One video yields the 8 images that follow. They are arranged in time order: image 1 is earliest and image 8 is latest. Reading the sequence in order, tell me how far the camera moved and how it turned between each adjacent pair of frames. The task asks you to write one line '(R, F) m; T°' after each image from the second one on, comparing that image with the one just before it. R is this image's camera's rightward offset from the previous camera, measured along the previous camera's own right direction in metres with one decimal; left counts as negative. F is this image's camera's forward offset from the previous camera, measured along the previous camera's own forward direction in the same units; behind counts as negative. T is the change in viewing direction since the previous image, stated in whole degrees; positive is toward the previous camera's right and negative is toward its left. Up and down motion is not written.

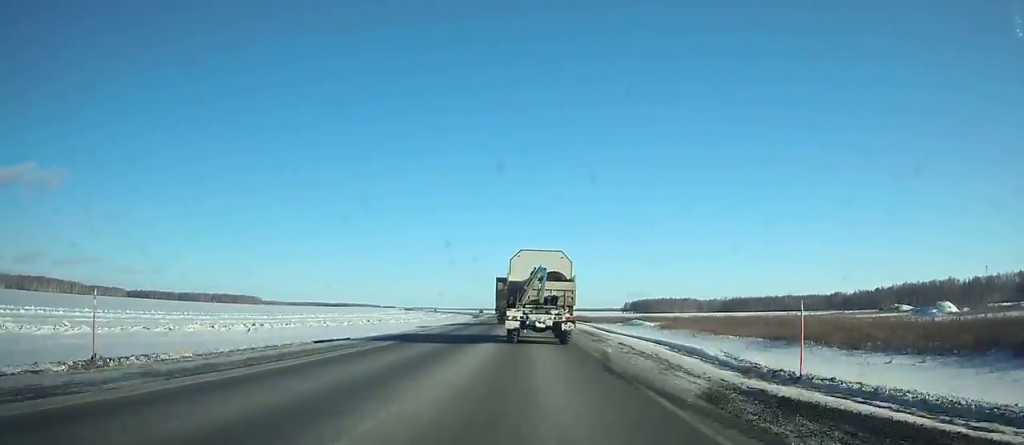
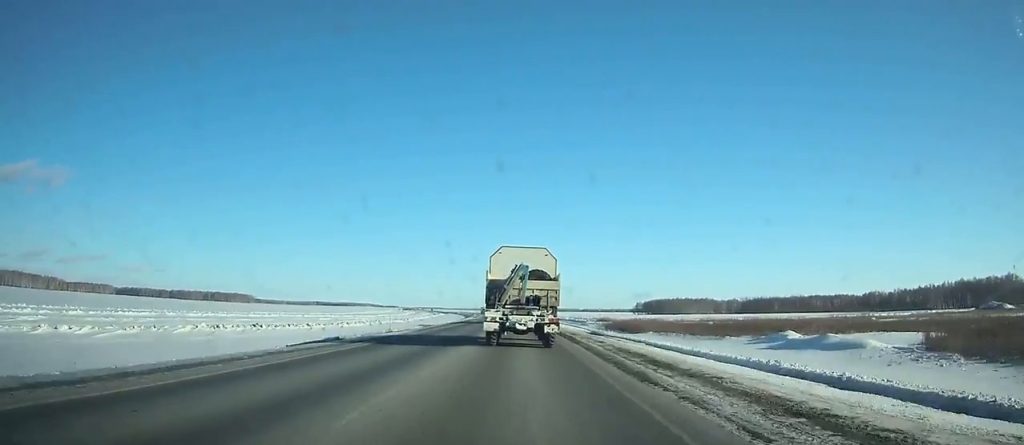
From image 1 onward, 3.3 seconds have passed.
(-0.9, +70.5) m; -1°
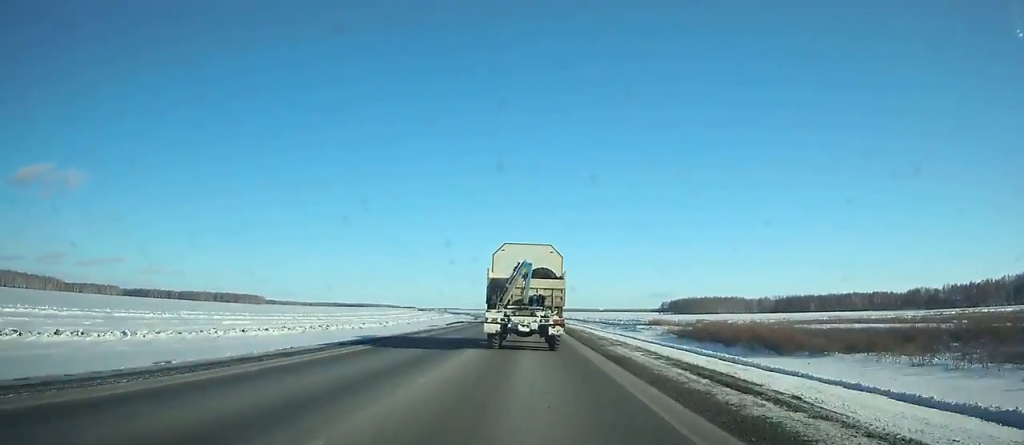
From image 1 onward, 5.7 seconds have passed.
(-0.5, +51.1) m; -1°
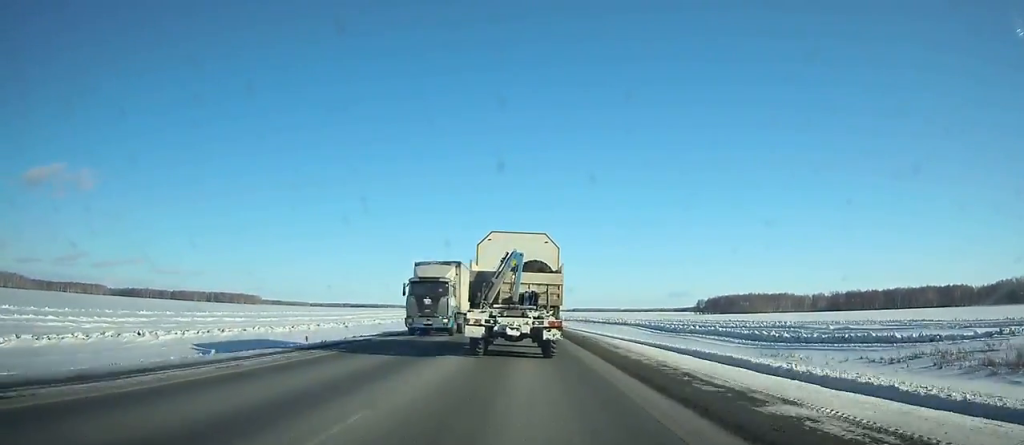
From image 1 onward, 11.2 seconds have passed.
(-2.2, +119.0) m; -3°
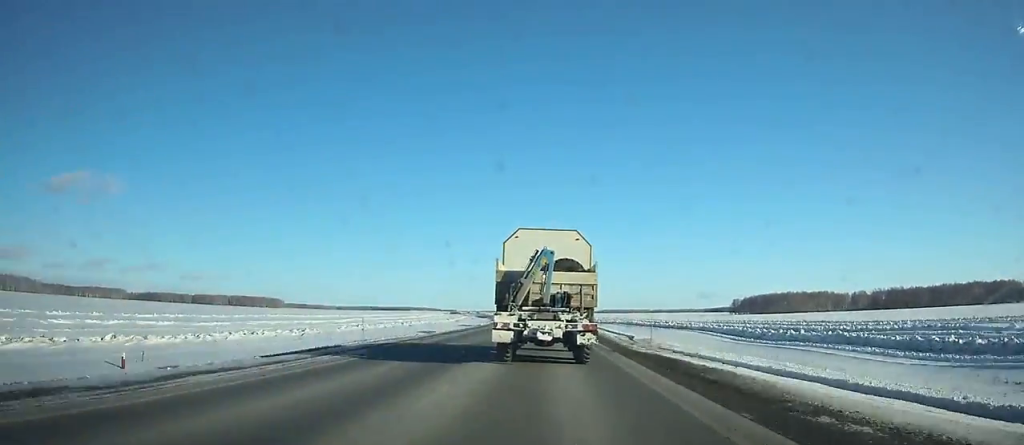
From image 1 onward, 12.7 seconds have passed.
(+0.1, +33.5) m; -1°
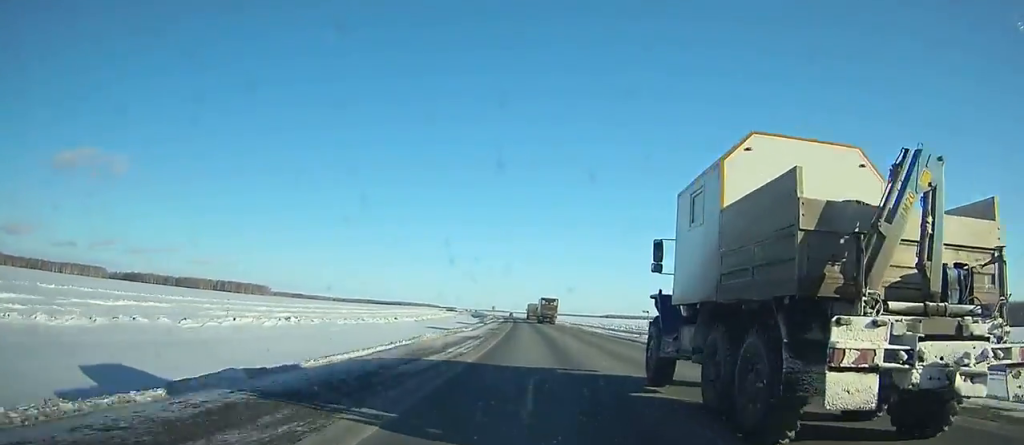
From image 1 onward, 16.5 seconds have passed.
(-2.6, +90.1) m; -2°
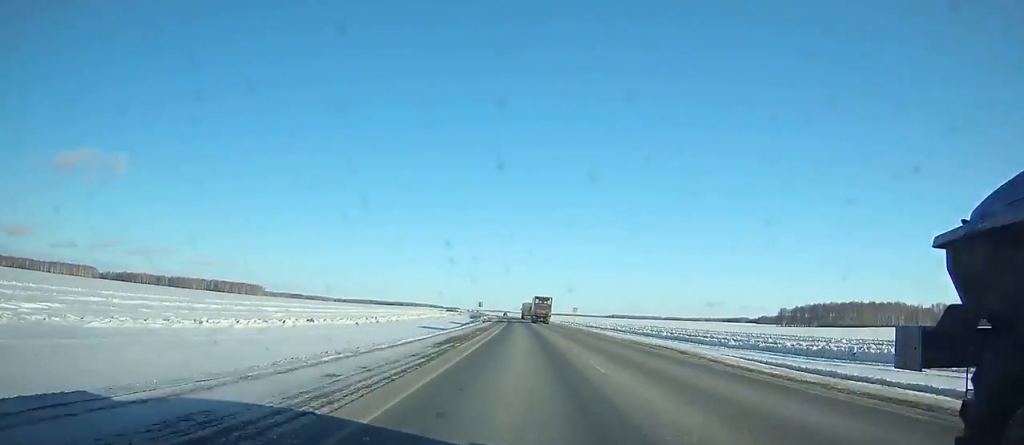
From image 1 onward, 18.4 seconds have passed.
(+0.3, +48.0) m; 0°
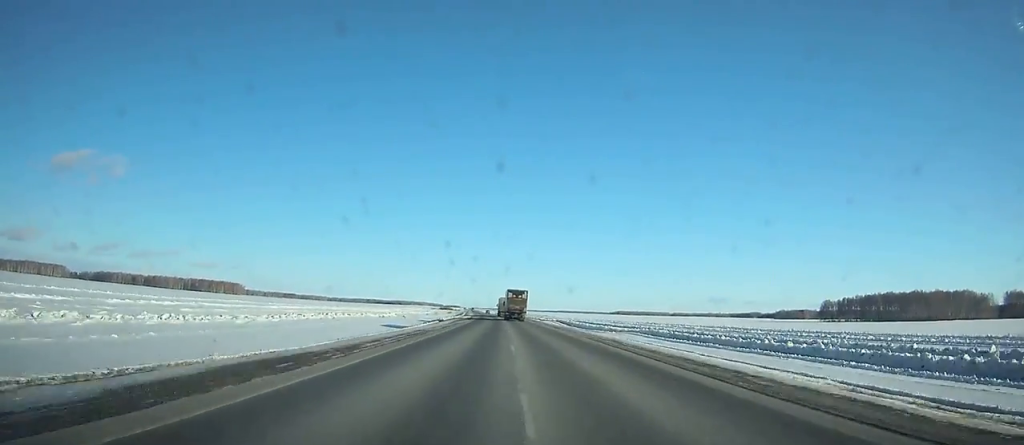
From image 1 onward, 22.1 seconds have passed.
(-0.2, +97.8) m; -1°
